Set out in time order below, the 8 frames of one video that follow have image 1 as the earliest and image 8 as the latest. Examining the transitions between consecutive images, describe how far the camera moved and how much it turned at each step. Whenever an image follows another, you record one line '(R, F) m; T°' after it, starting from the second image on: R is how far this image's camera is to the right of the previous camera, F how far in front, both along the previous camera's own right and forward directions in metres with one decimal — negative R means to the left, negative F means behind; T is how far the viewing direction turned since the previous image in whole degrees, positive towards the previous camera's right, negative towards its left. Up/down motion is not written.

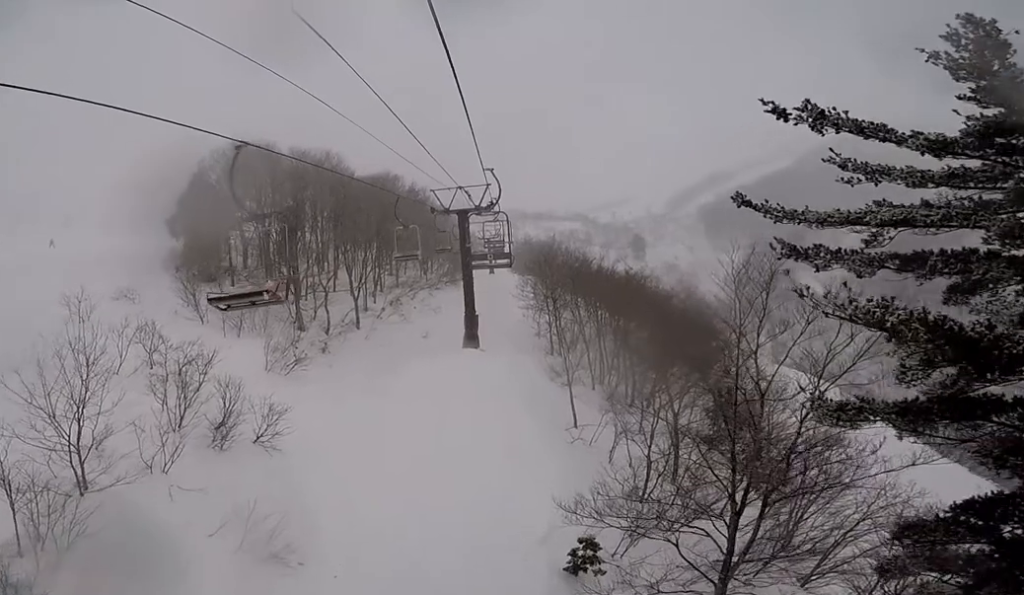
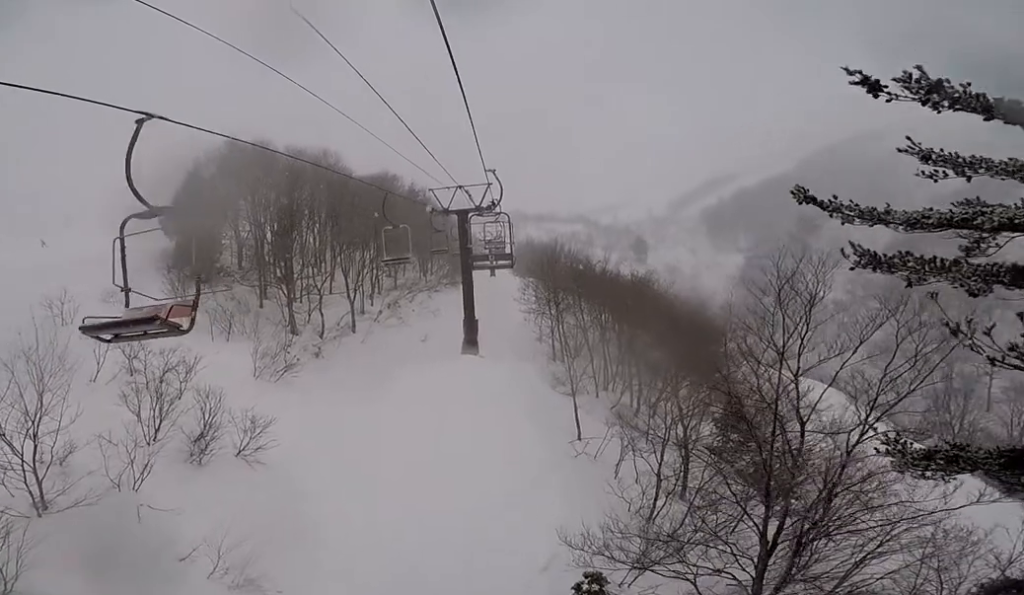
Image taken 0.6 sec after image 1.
(0.0, +1.1) m; 0°
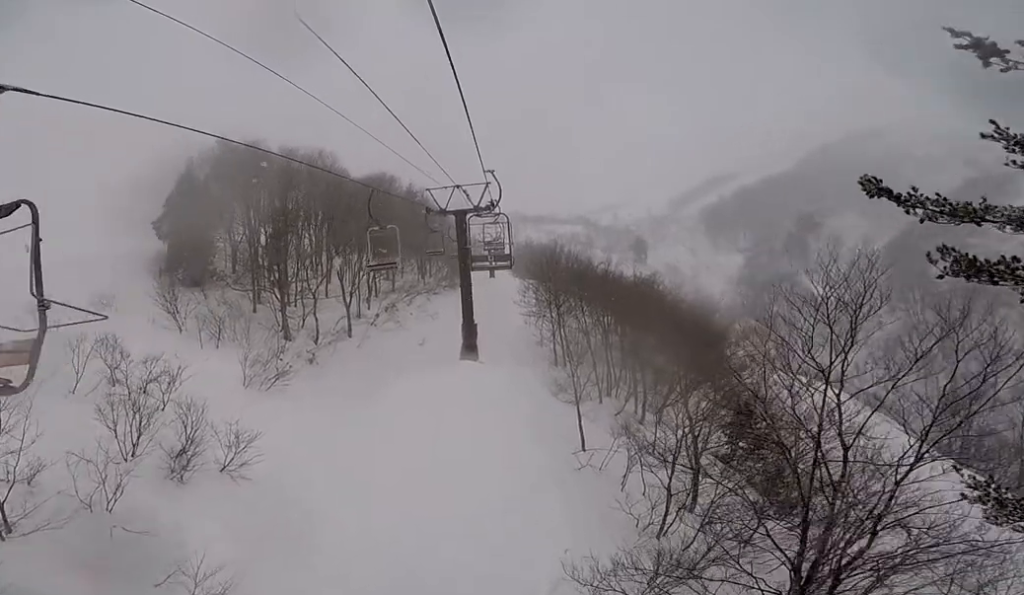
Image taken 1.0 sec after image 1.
(0.0, +0.9) m; 0°
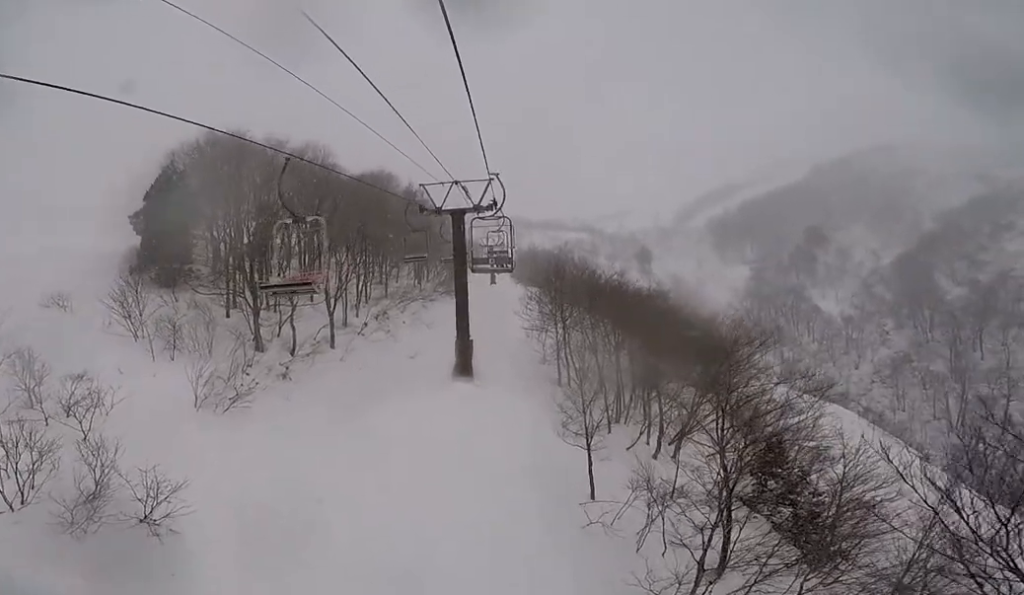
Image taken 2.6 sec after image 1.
(0.0, +3.2) m; 0°
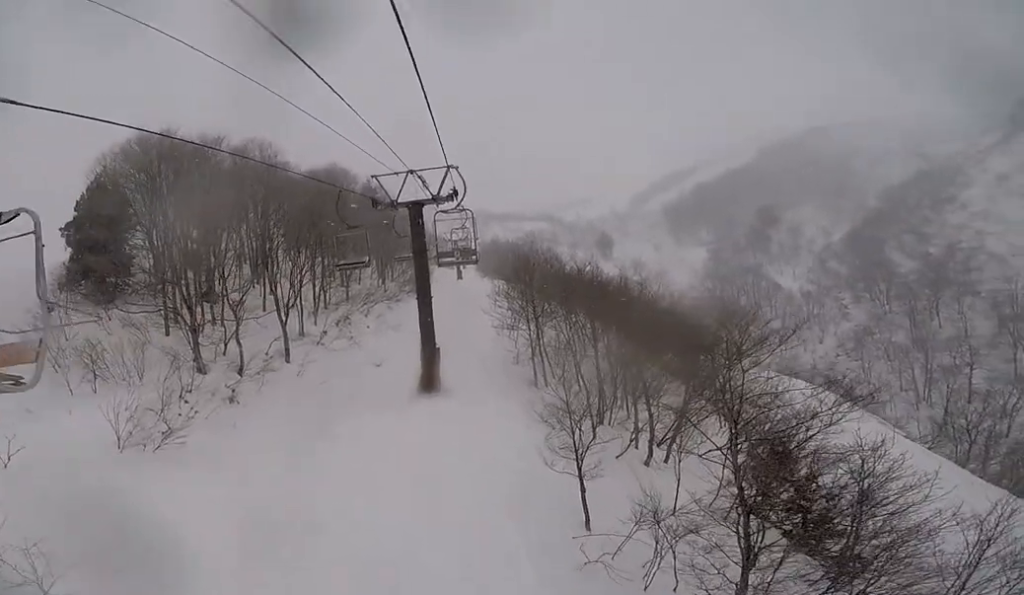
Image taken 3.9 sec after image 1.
(0.0, +2.5) m; 0°
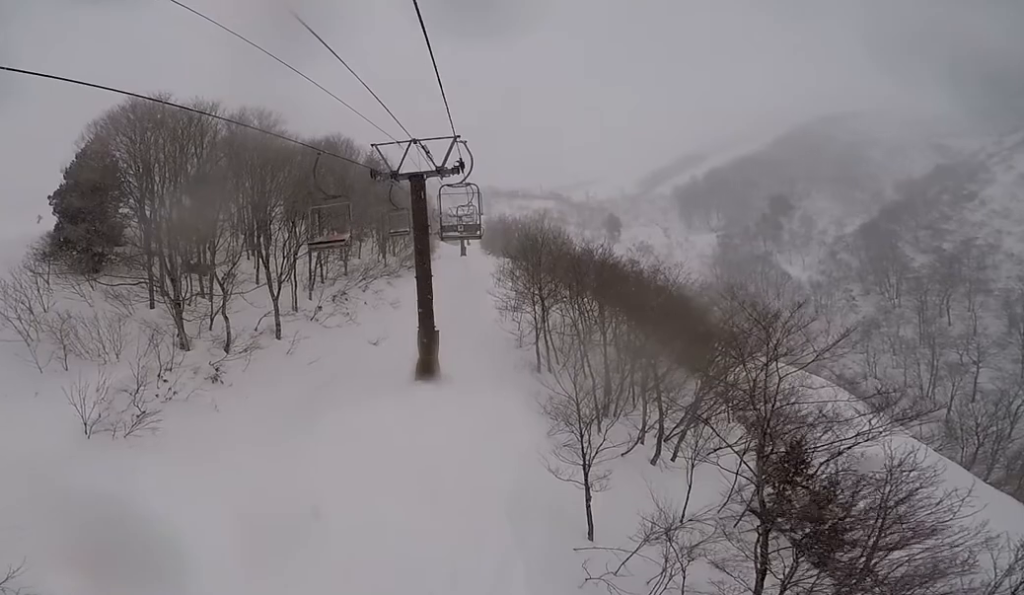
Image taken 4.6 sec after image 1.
(0.0, +1.4) m; 0°
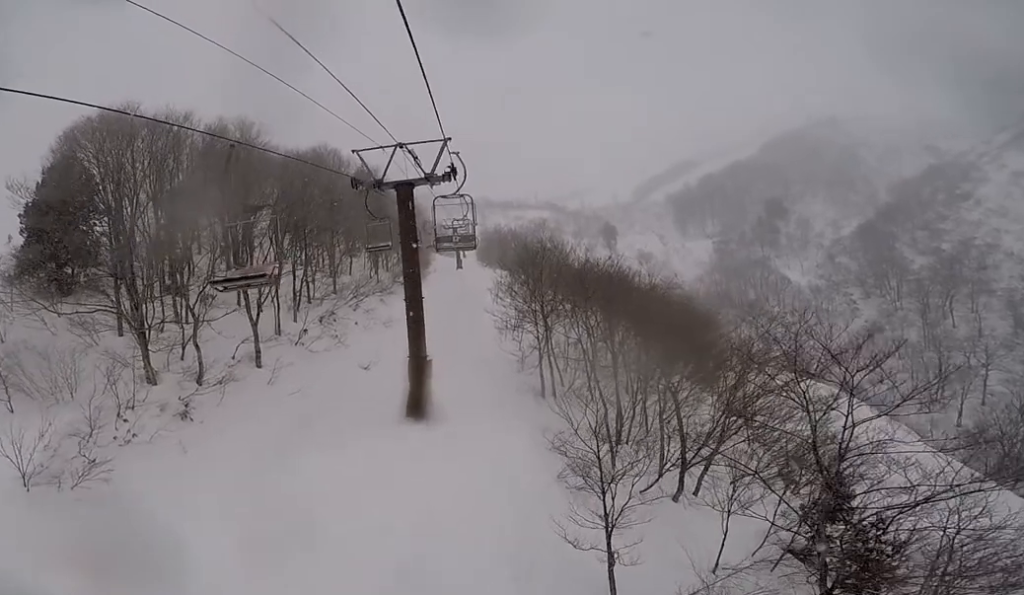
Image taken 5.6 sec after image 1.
(0.0, +2.2) m; 0°
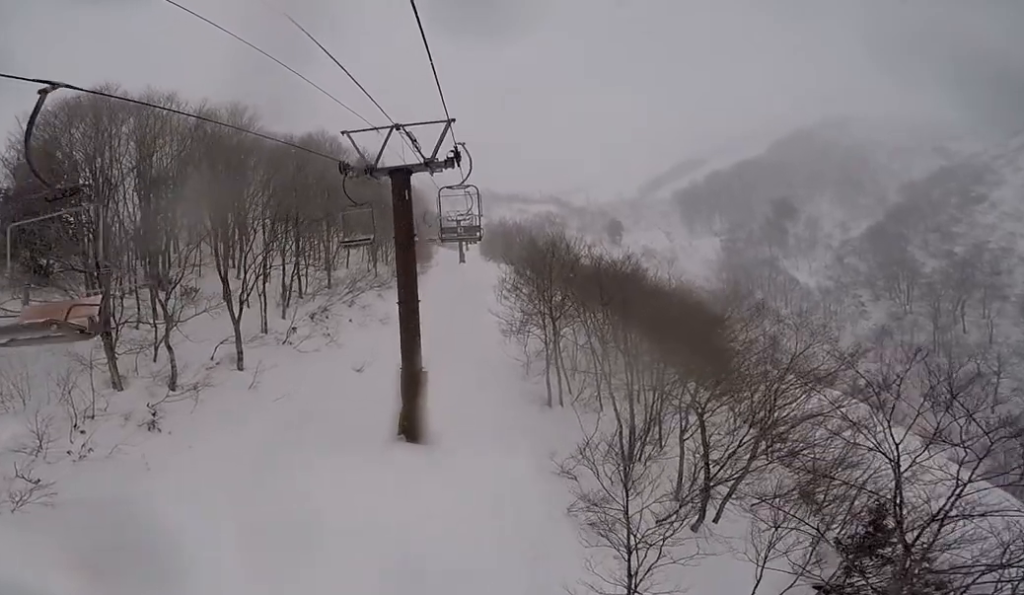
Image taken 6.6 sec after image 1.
(0.0, +2.0) m; 0°
